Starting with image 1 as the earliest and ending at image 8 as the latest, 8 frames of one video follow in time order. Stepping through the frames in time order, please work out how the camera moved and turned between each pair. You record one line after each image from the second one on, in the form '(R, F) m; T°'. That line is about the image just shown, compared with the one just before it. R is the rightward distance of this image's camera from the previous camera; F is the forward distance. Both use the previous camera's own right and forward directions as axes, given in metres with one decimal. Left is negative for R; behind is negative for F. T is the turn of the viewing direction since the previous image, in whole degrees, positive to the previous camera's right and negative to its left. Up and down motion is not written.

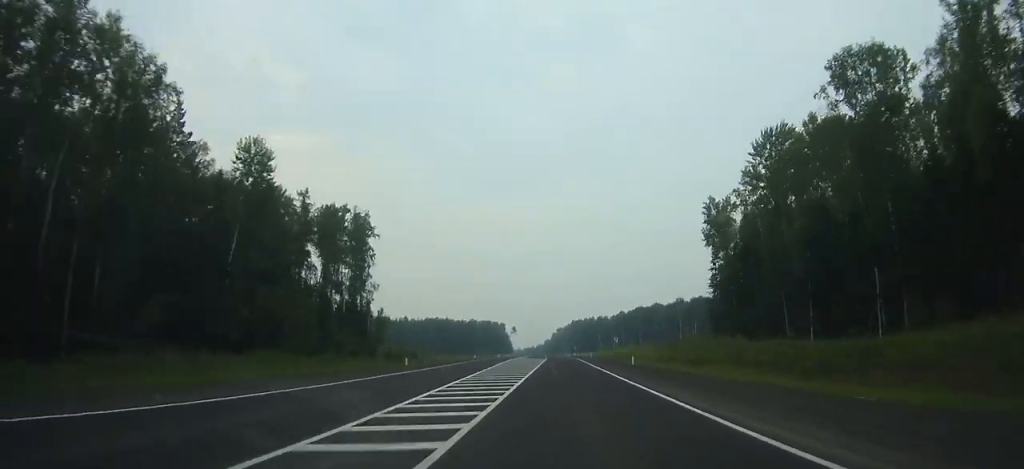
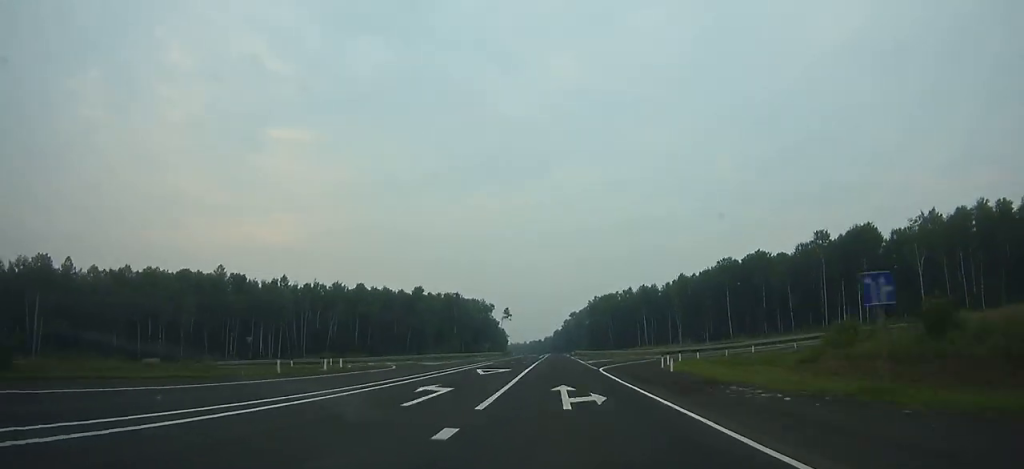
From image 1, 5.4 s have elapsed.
(0.0, +163.2) m; 0°
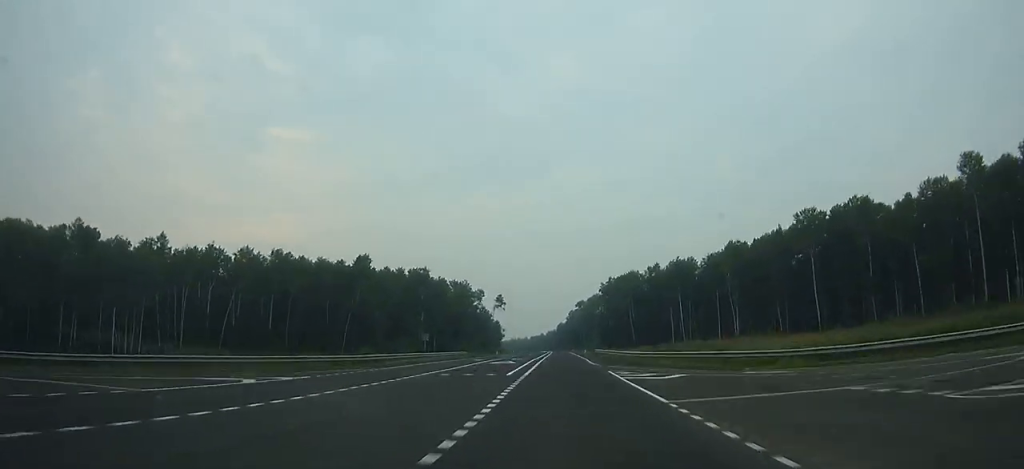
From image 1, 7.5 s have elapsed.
(-0.2, +61.5) m; 0°
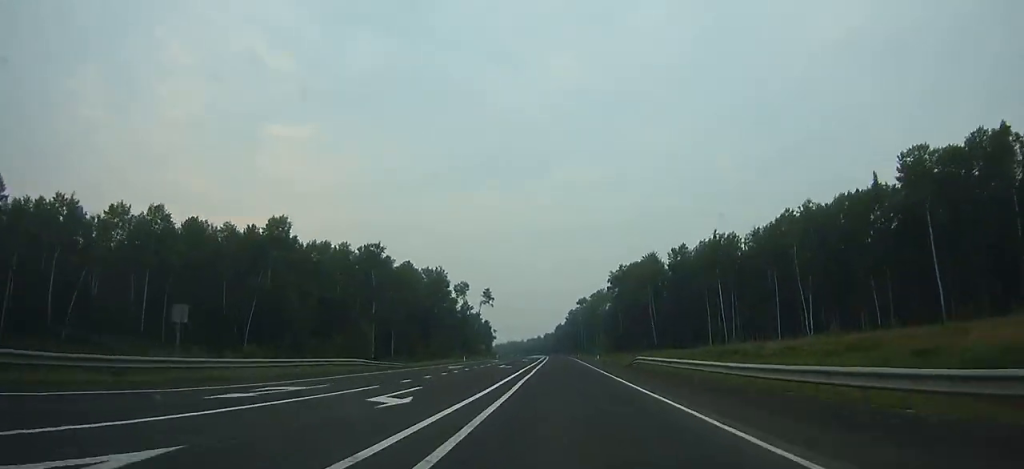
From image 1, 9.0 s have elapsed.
(0.0, +43.1) m; 0°
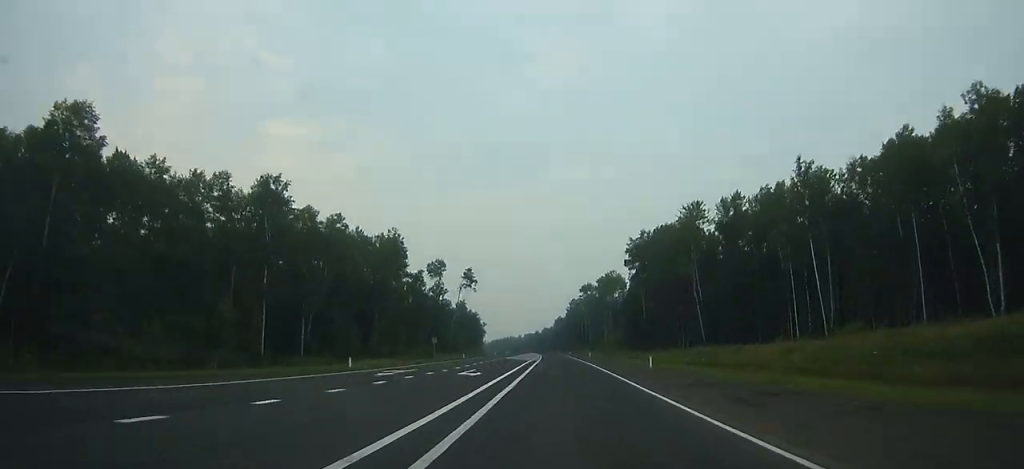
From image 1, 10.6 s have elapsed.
(-0.1, +45.3) m; -1°
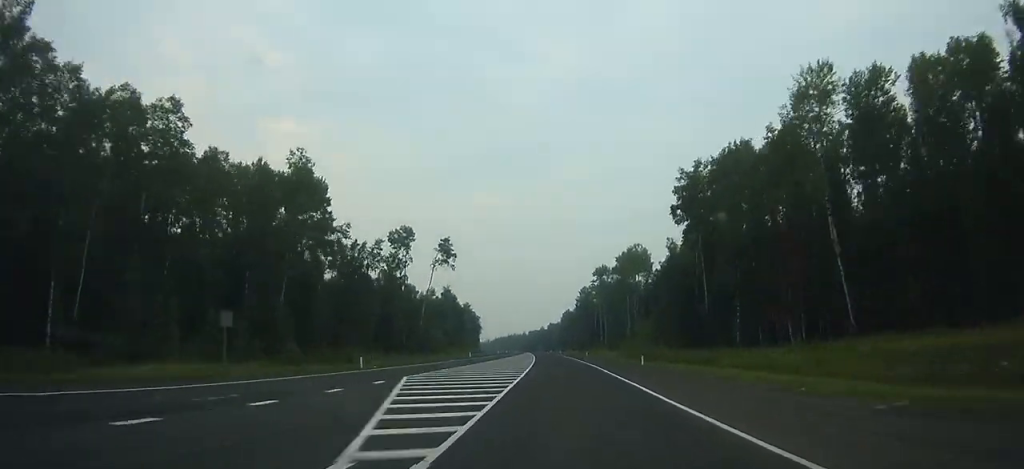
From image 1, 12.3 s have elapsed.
(+0.2, +47.8) m; -1°
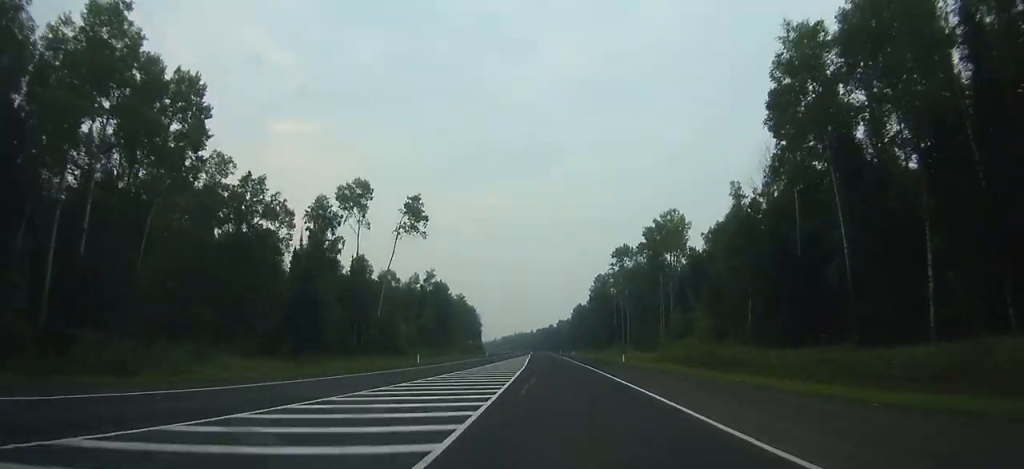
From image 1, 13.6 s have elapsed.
(-0.5, +36.8) m; -1°
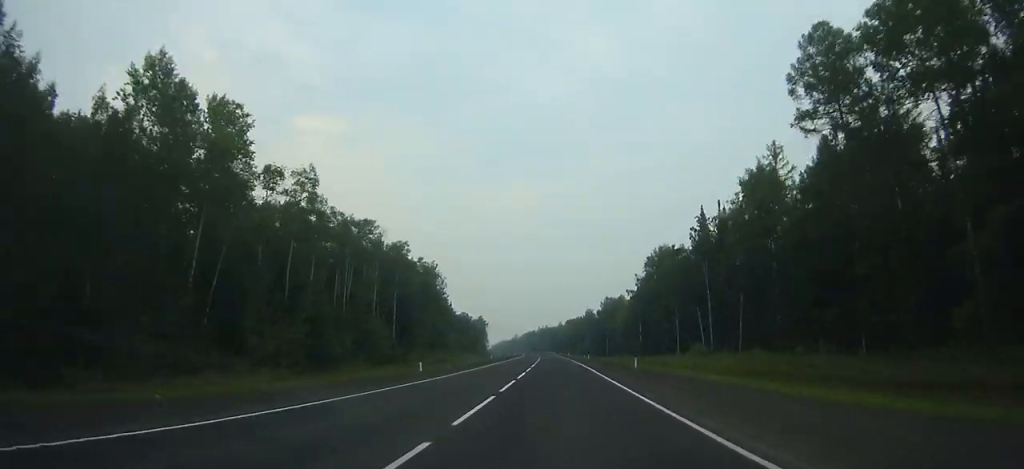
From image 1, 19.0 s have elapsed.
(-4.2, +161.0) m; -3°
